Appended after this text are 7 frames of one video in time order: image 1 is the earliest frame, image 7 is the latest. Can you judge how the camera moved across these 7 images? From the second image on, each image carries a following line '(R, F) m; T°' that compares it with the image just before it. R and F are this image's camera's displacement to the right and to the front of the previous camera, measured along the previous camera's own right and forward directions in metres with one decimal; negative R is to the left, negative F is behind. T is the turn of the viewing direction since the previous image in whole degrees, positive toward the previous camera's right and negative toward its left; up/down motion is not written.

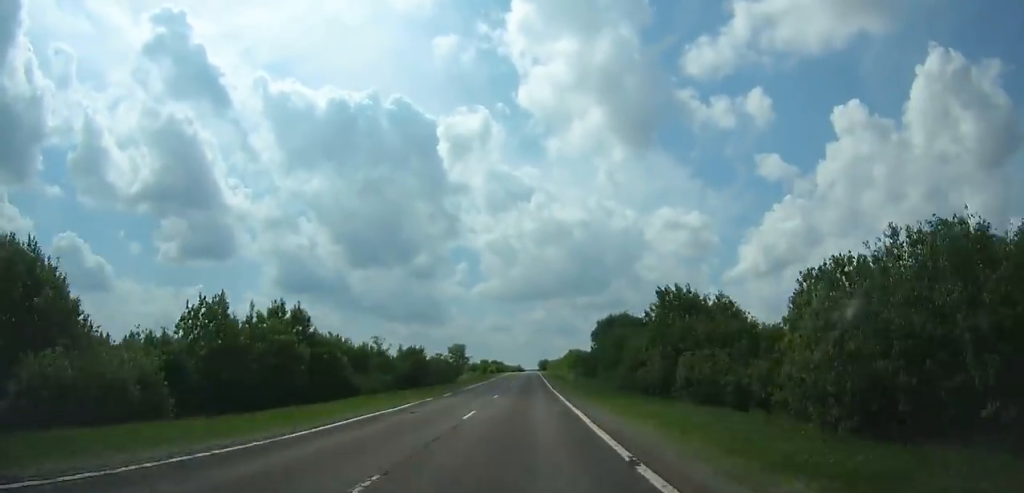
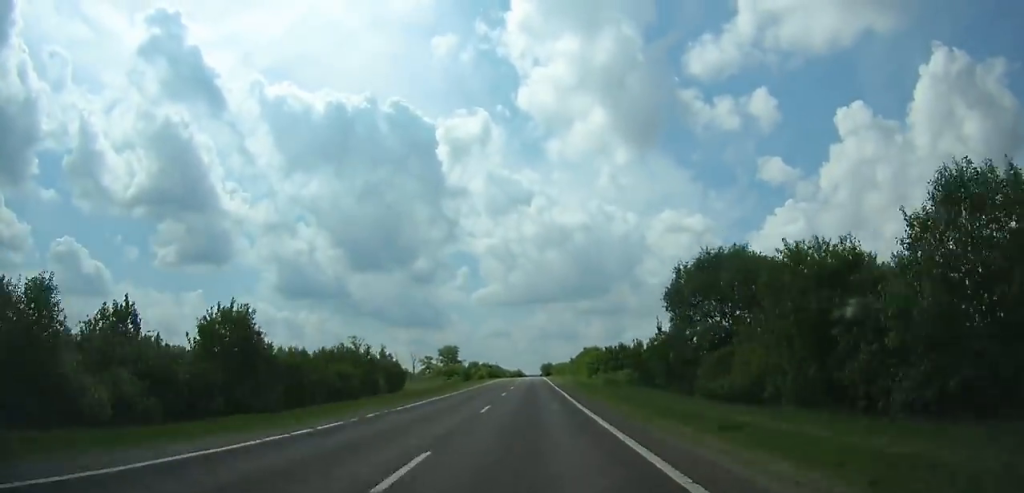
(-0.1, +47.4) m; 0°
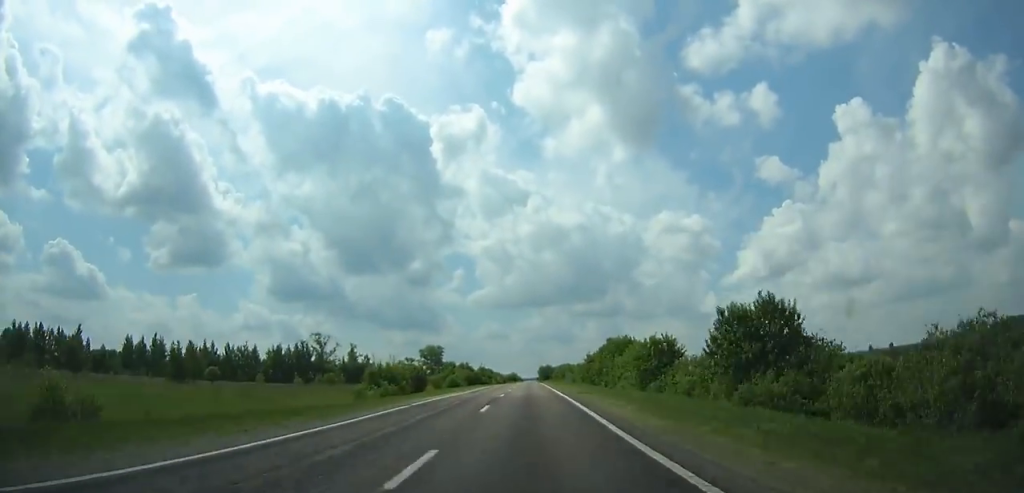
(0.0, +47.7) m; 0°
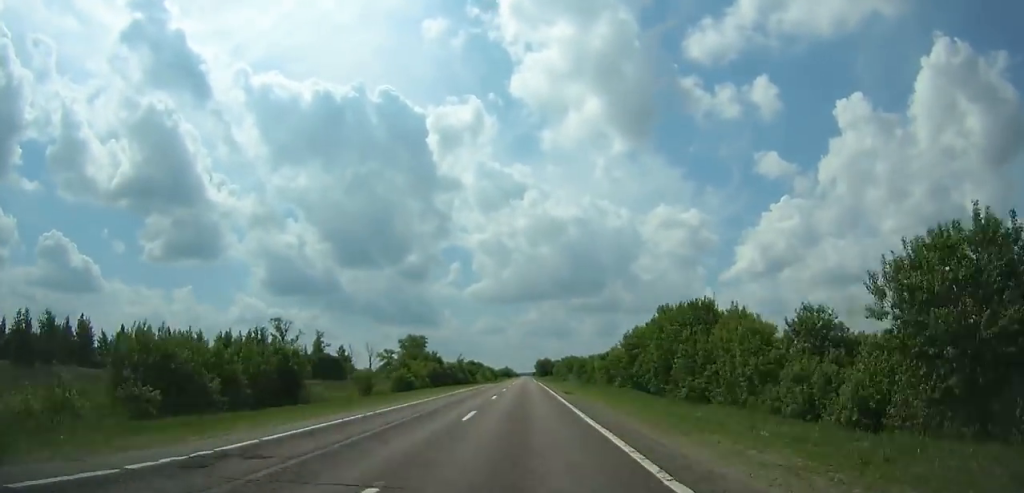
(+0.2, +40.7) m; 0°
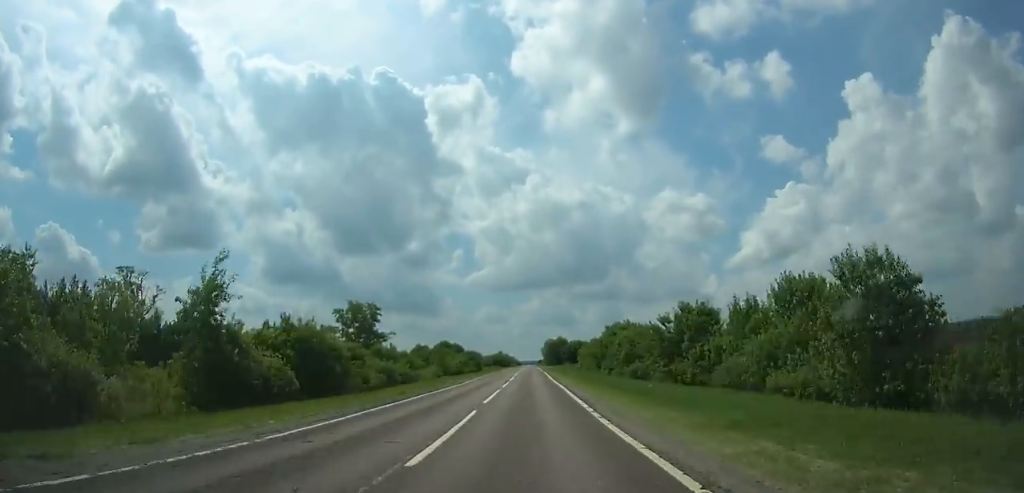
(+0.3, +92.9) m; 0°
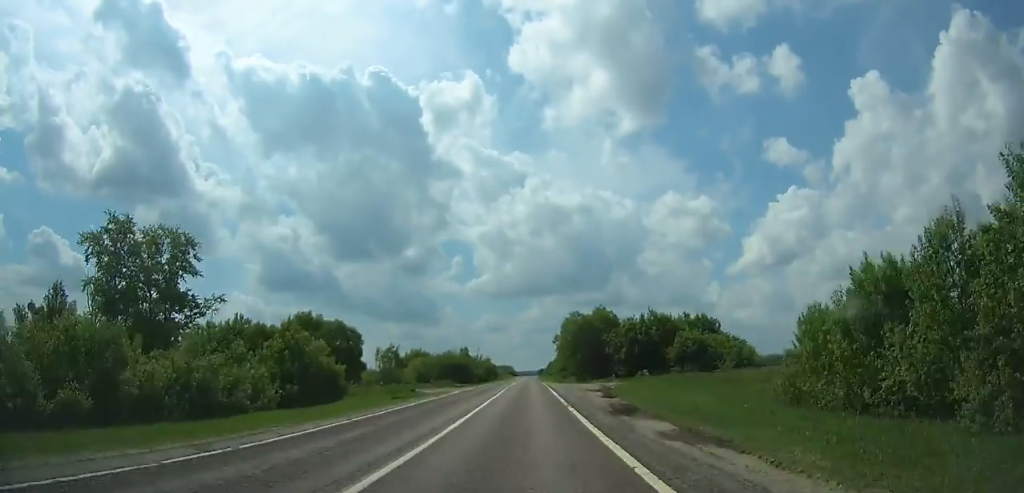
(-0.1, +101.5) m; 0°
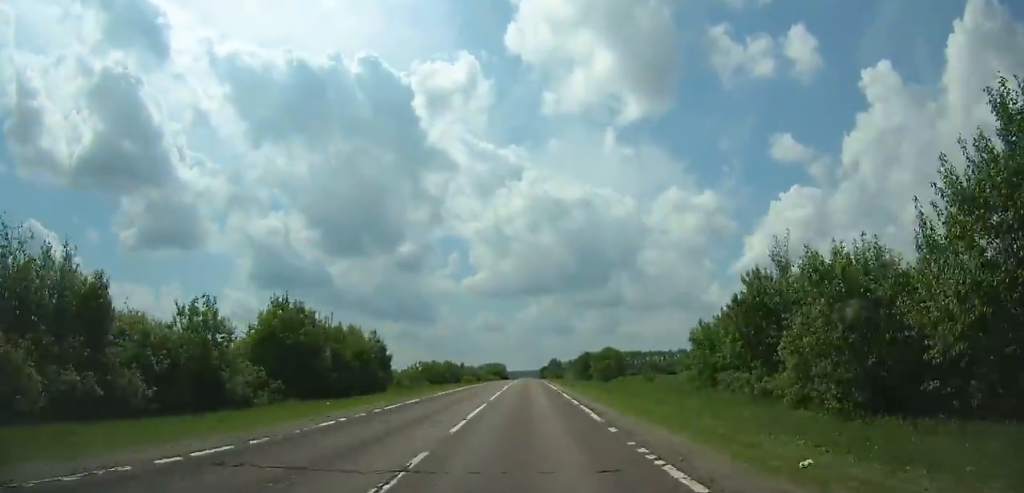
(+0.1, +143.6) m; 0°
